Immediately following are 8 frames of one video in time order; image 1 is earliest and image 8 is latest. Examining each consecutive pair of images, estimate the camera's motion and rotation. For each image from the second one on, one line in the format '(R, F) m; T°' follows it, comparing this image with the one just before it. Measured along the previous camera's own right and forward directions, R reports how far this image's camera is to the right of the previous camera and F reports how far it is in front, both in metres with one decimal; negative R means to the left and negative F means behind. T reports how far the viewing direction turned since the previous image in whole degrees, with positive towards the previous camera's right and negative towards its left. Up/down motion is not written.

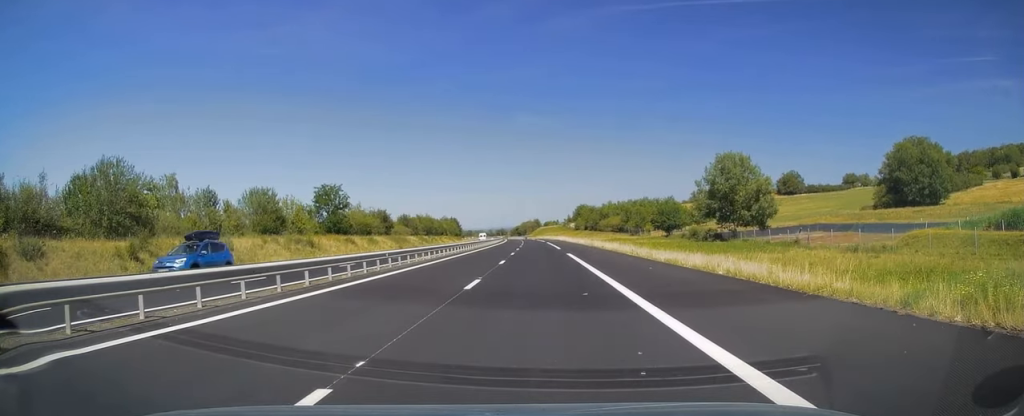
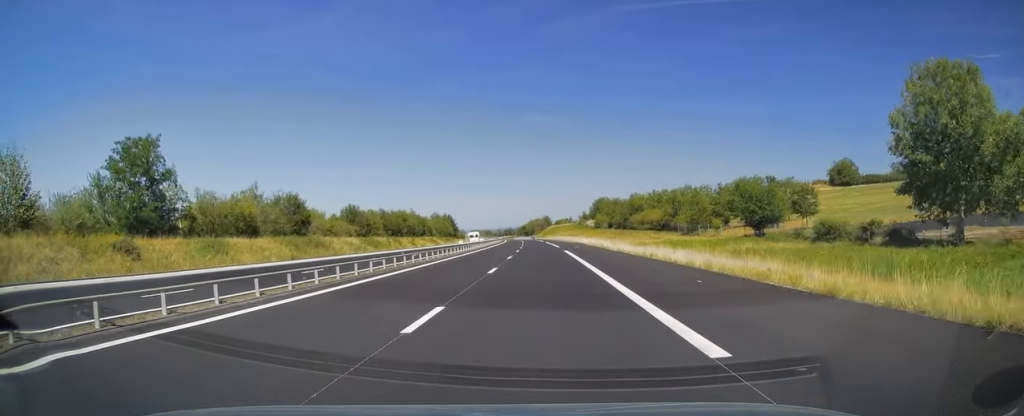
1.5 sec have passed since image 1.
(-0.6, +45.5) m; -1°
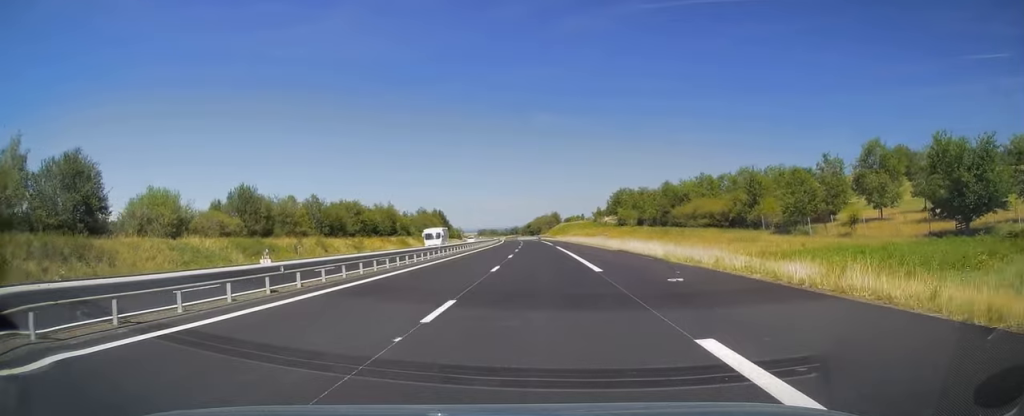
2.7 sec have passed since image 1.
(0.0, +37.7) m; 0°
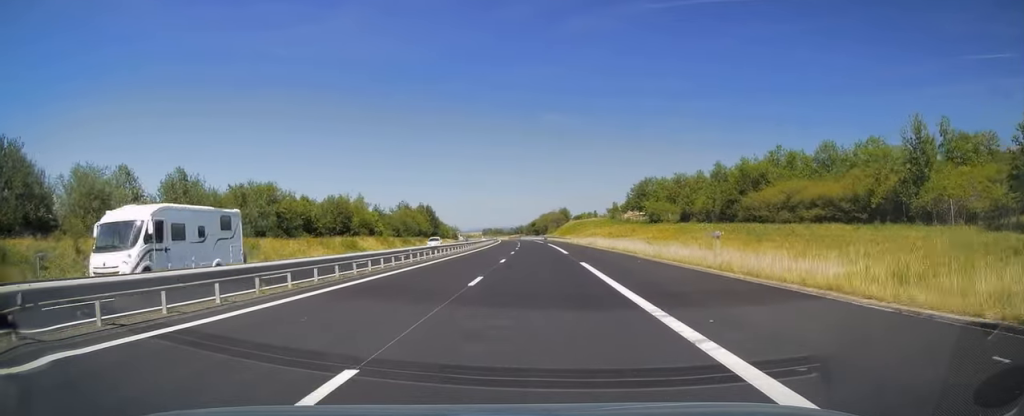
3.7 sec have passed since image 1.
(-0.3, +32.5) m; -1°
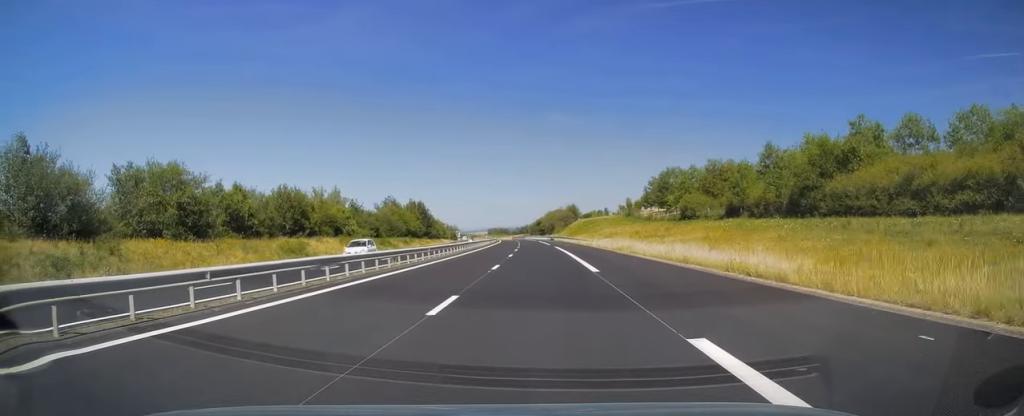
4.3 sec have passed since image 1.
(+0.1, +19.1) m; -1°
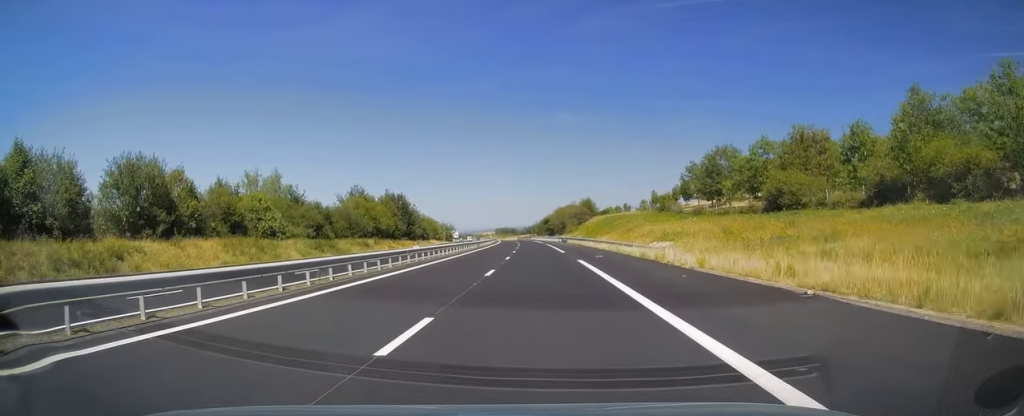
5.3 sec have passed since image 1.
(-0.5, +29.9) m; -1°
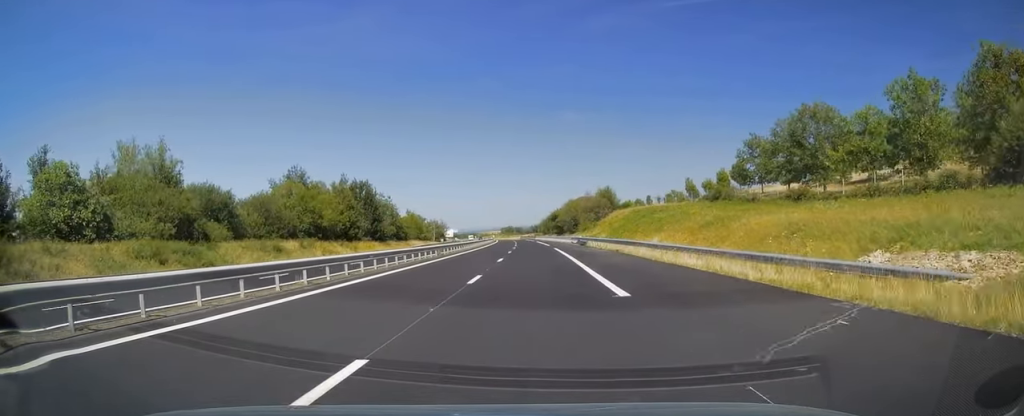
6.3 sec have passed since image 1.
(0.0, +29.9) m; 0°
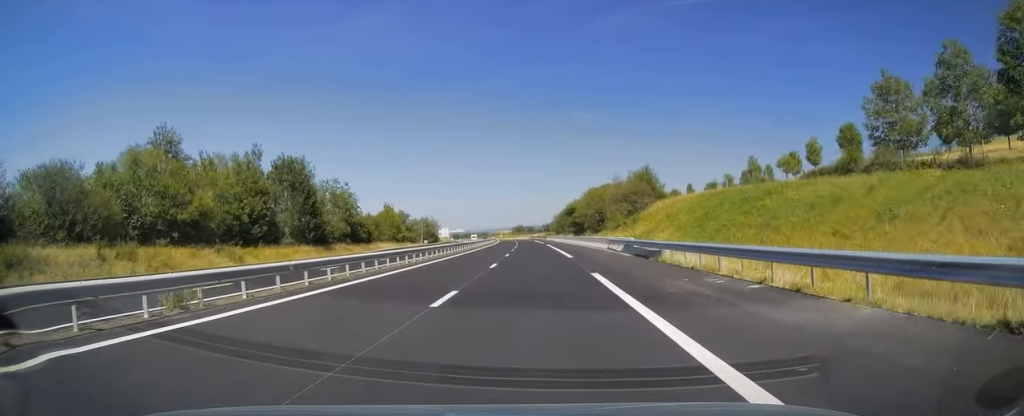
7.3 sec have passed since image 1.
(-0.1, +32.0) m; -1°
